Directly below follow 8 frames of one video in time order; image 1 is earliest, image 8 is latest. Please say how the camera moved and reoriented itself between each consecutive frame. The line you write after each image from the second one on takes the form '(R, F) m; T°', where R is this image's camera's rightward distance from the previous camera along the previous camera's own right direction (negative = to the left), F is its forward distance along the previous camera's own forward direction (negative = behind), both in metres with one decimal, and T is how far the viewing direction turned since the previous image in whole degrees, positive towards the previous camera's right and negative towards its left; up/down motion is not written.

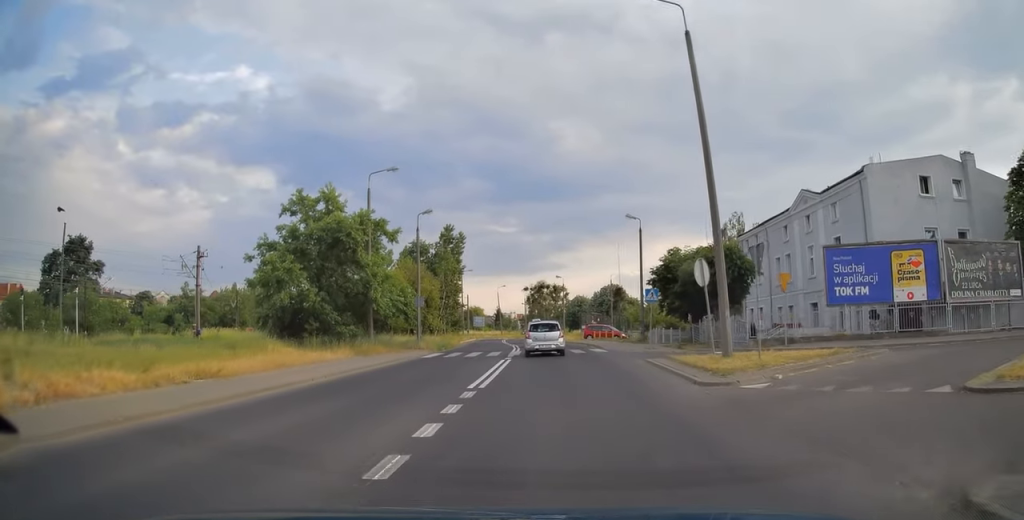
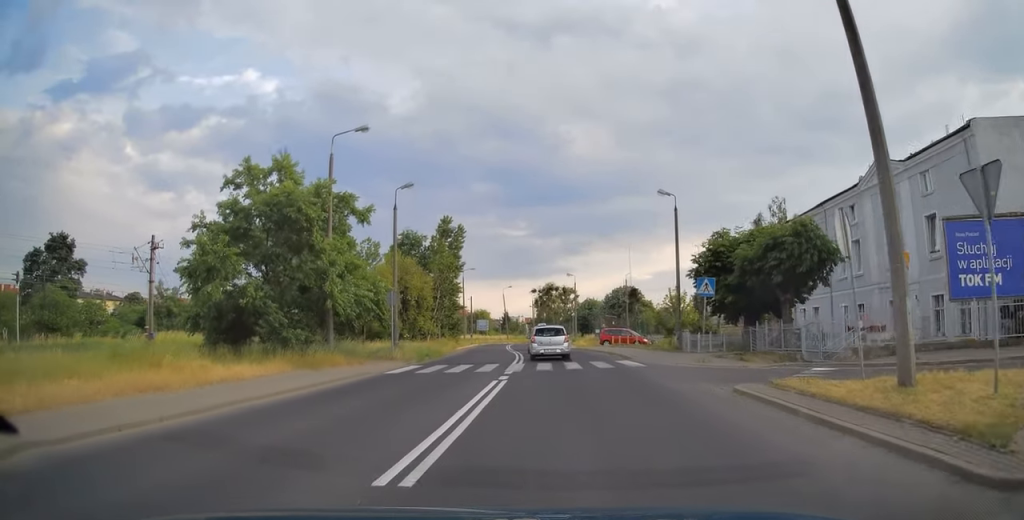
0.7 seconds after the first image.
(-0.1, +8.4) m; -1°
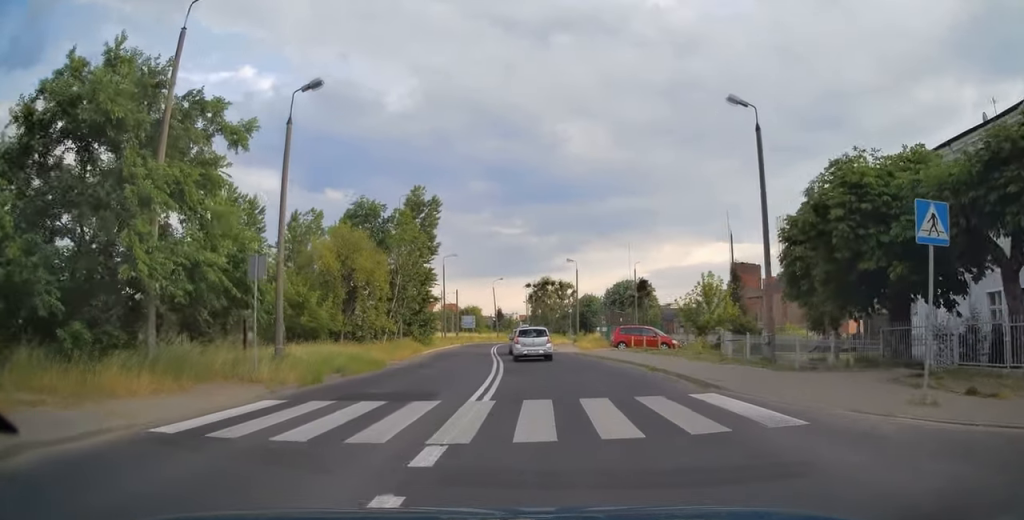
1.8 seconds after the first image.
(-0.1, +13.2) m; -1°
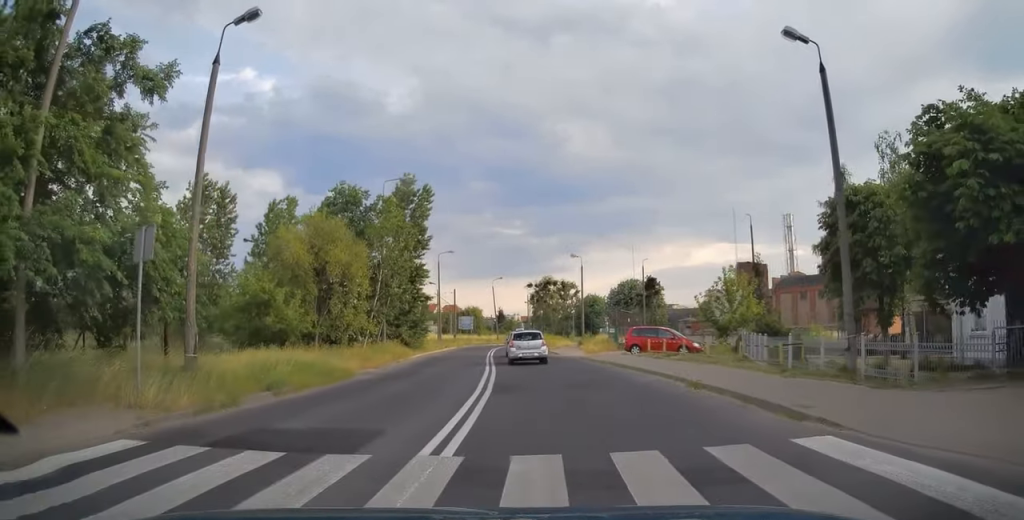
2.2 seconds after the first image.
(0.0, +4.9) m; 0°
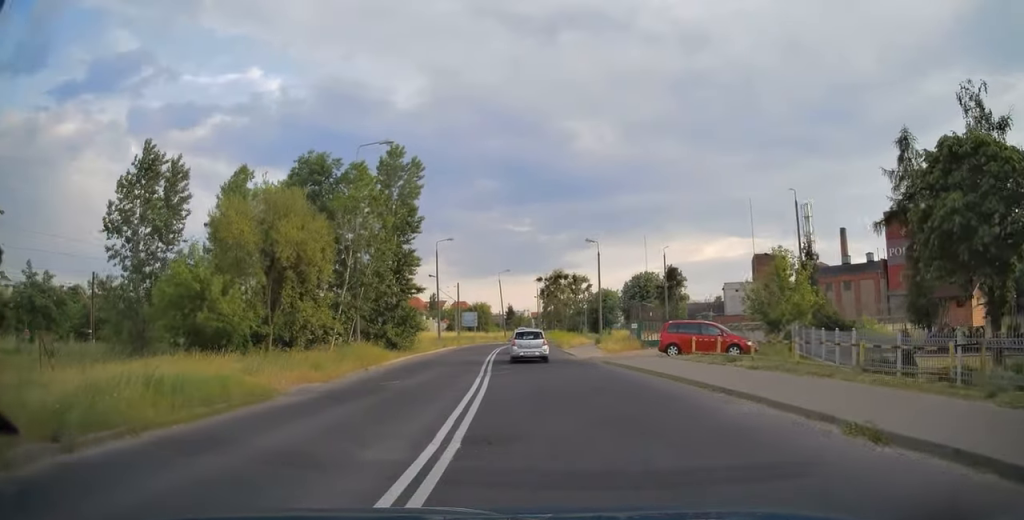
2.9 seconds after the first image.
(0.0, +7.3) m; 0°
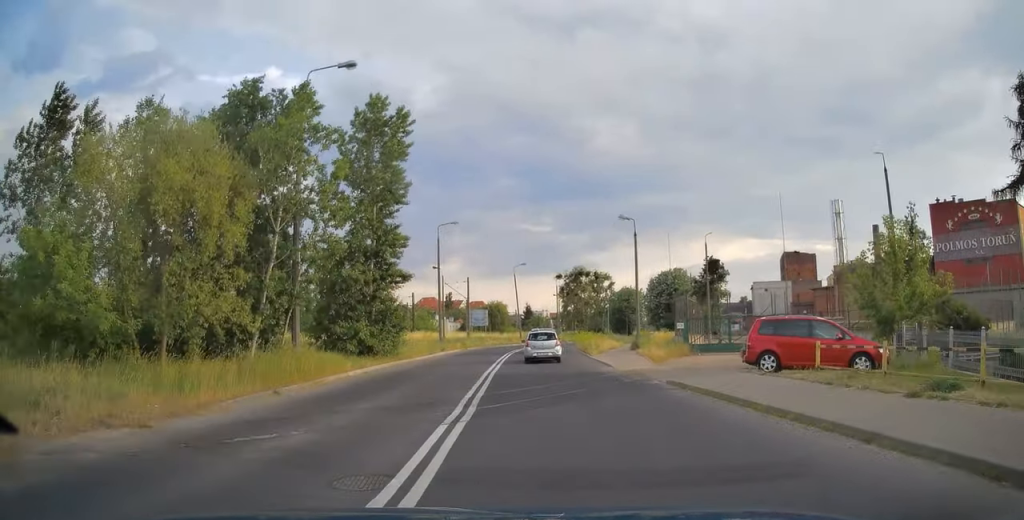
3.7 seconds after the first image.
(0.0, +9.7) m; -1°
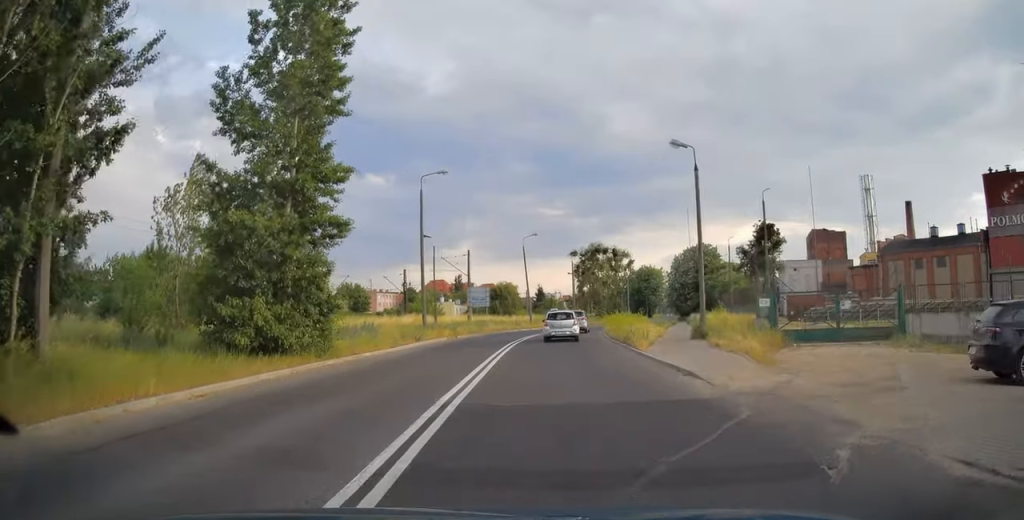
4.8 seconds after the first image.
(-0.2, +12.2) m; -2°
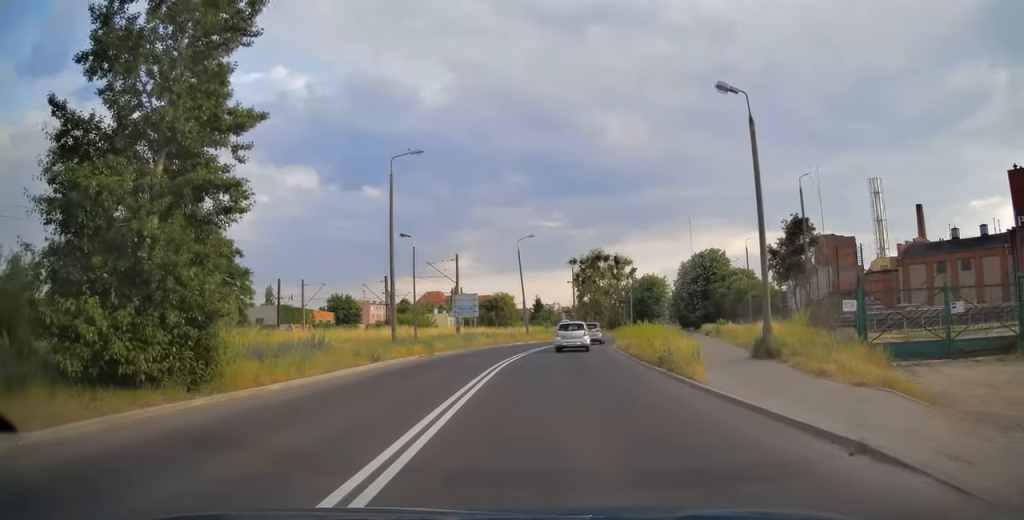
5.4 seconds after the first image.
(-0.1, +7.3) m; 0°
